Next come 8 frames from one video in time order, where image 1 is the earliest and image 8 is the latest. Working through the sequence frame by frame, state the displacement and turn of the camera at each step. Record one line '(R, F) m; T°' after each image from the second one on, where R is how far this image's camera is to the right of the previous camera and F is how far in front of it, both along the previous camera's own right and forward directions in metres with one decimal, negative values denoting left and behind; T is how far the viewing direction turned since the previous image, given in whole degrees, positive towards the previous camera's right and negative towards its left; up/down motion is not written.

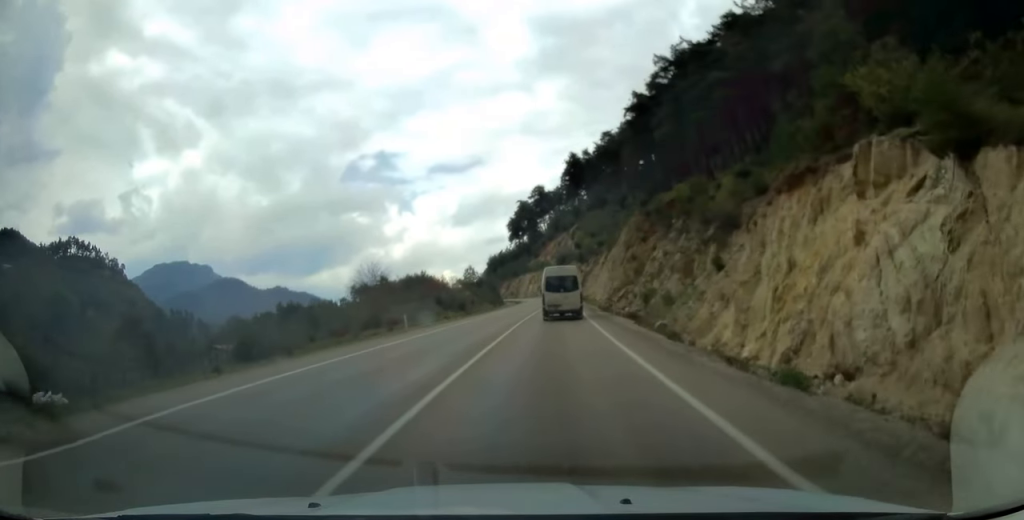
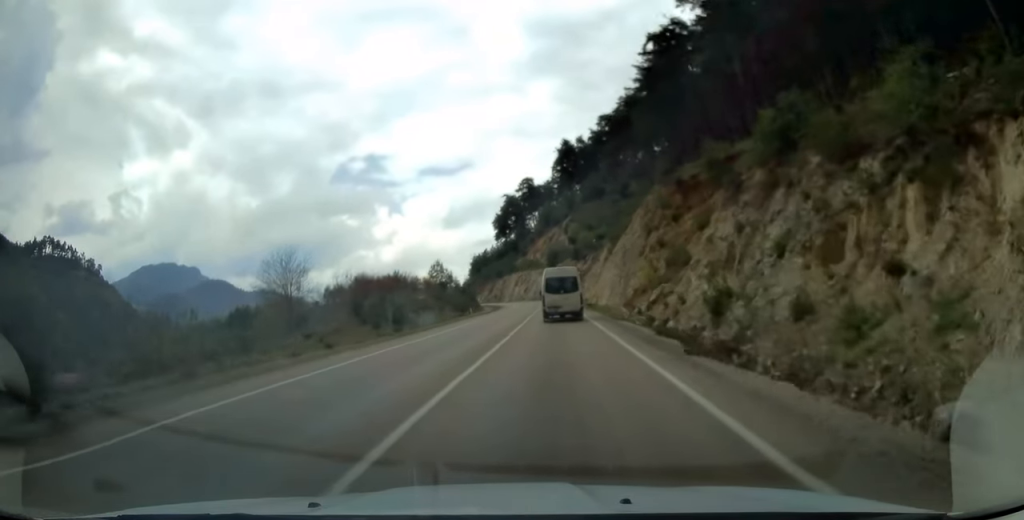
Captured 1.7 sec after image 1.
(+0.4, +28.3) m; +1°
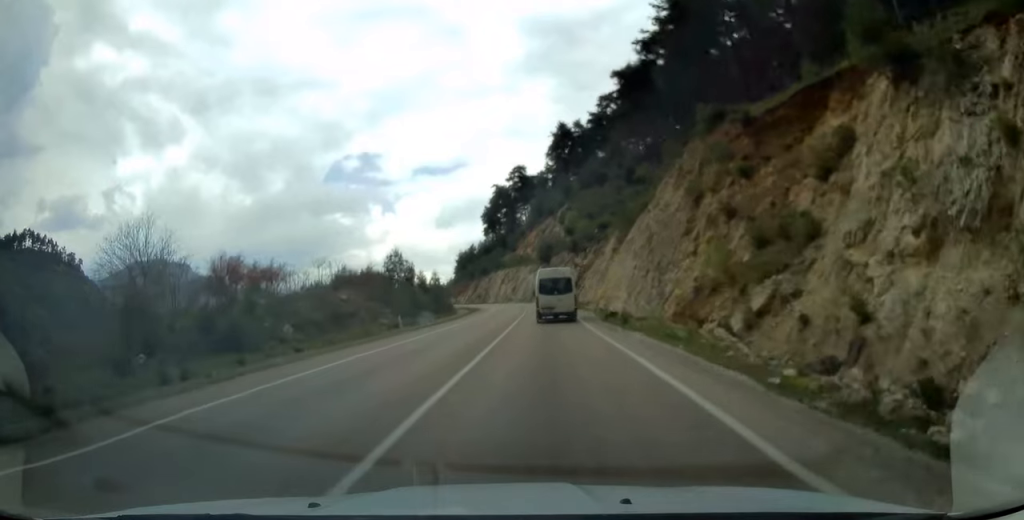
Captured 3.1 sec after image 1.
(-0.2, +24.7) m; -1°
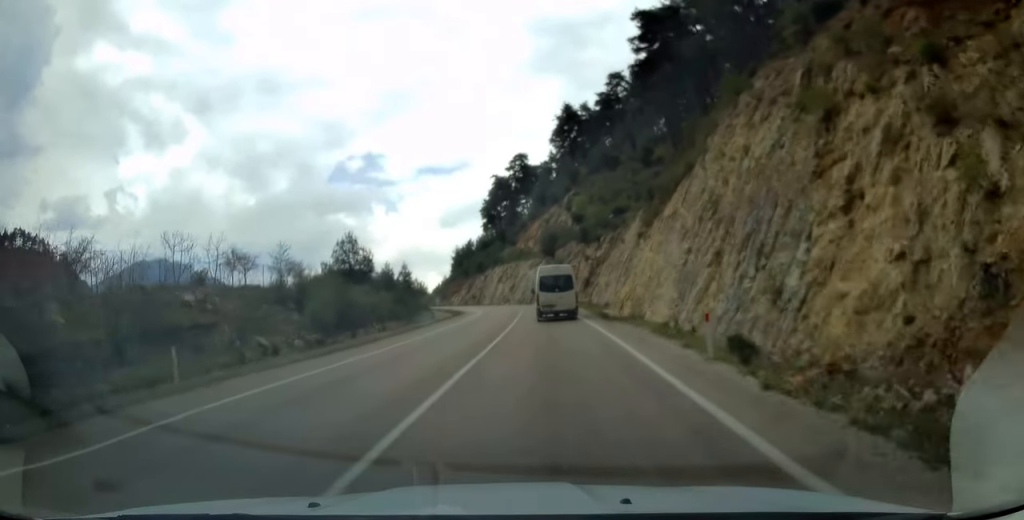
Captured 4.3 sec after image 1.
(0.0, +20.1) m; 0°
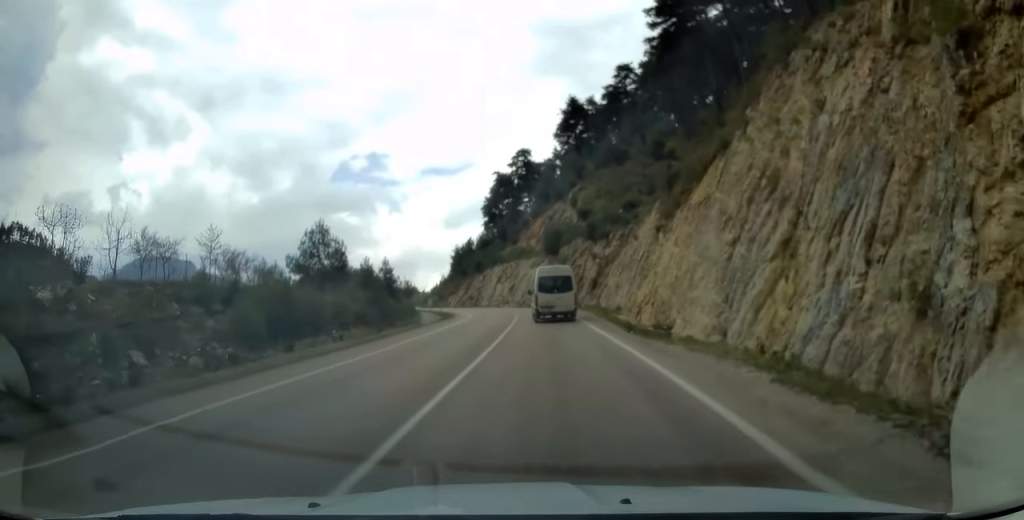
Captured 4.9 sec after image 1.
(0.0, +8.9) m; 0°
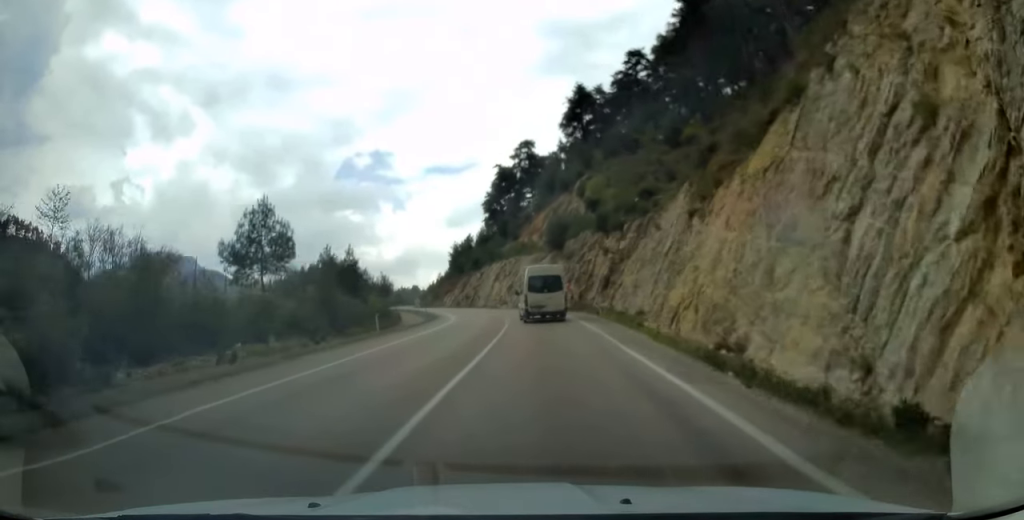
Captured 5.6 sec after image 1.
(+0.1, +11.7) m; 0°
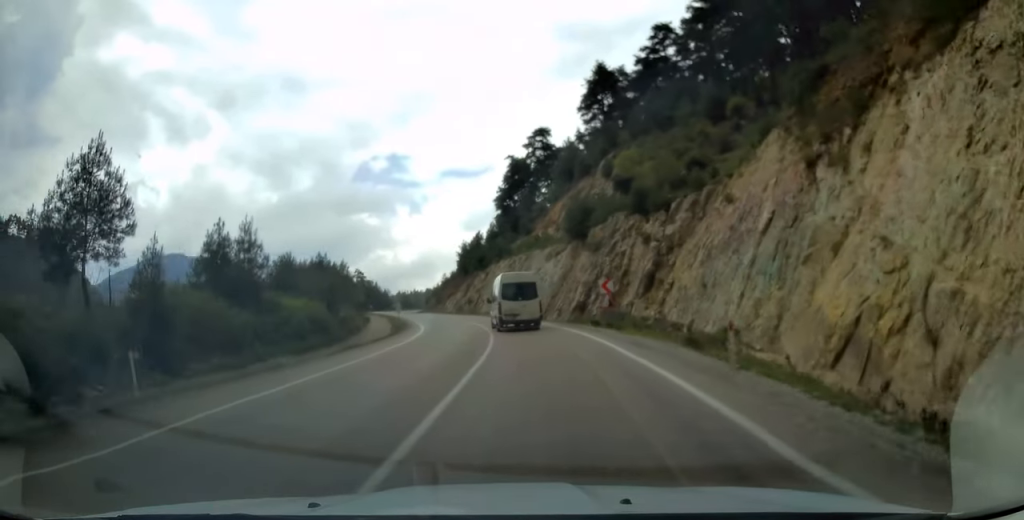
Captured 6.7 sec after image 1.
(-0.3, +18.8) m; -2°
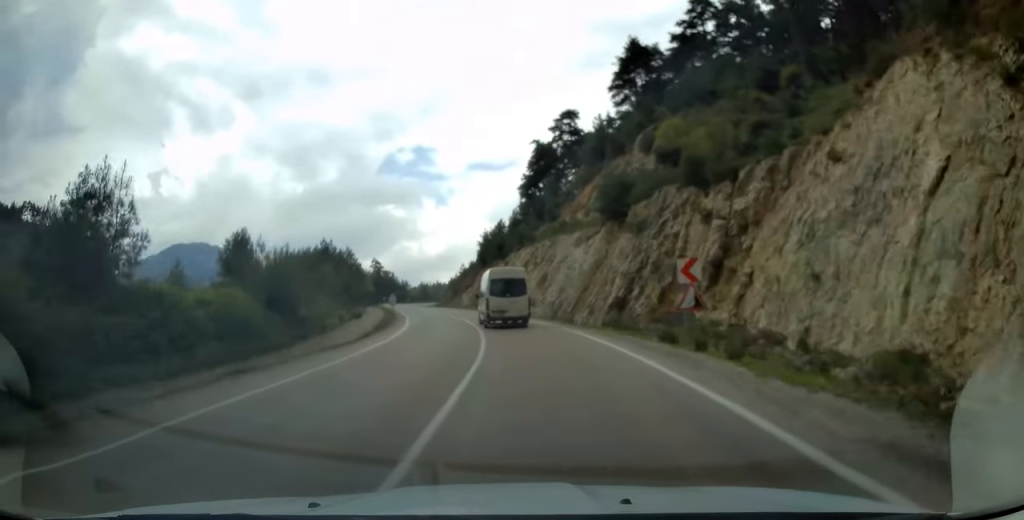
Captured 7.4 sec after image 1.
(-0.2, +12.0) m; -3°
